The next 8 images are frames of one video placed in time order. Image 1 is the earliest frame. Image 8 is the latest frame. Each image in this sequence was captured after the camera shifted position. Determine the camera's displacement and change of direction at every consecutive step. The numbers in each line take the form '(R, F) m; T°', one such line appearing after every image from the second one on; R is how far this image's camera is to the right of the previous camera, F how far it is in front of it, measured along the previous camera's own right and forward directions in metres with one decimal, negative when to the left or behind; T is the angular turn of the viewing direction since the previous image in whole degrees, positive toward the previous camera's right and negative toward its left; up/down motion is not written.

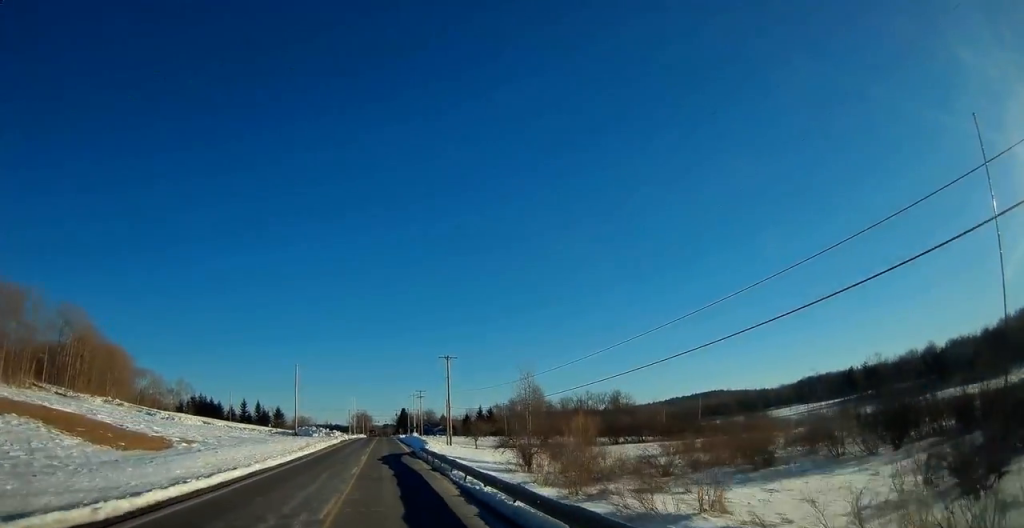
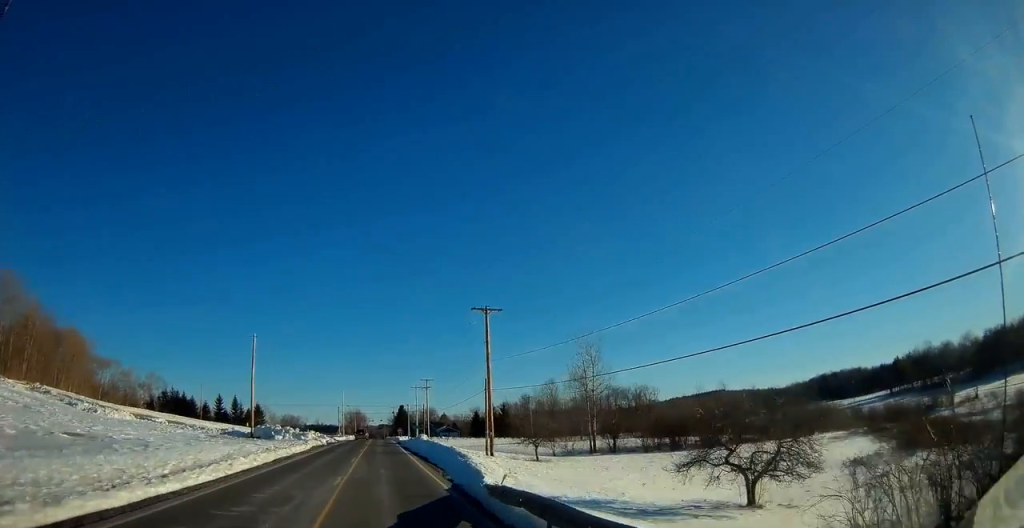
(+0.4, +28.9) m; +1°
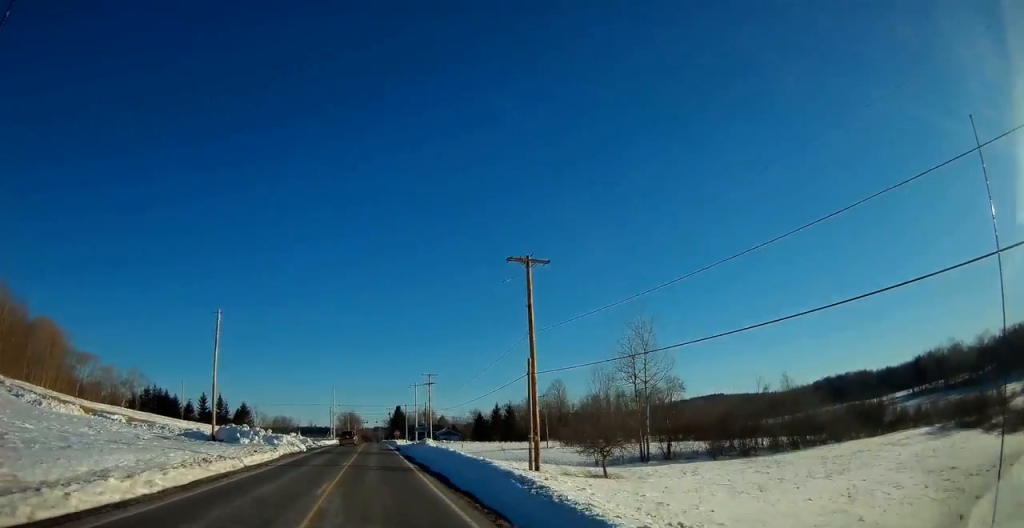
(+0.1, +13.7) m; 0°
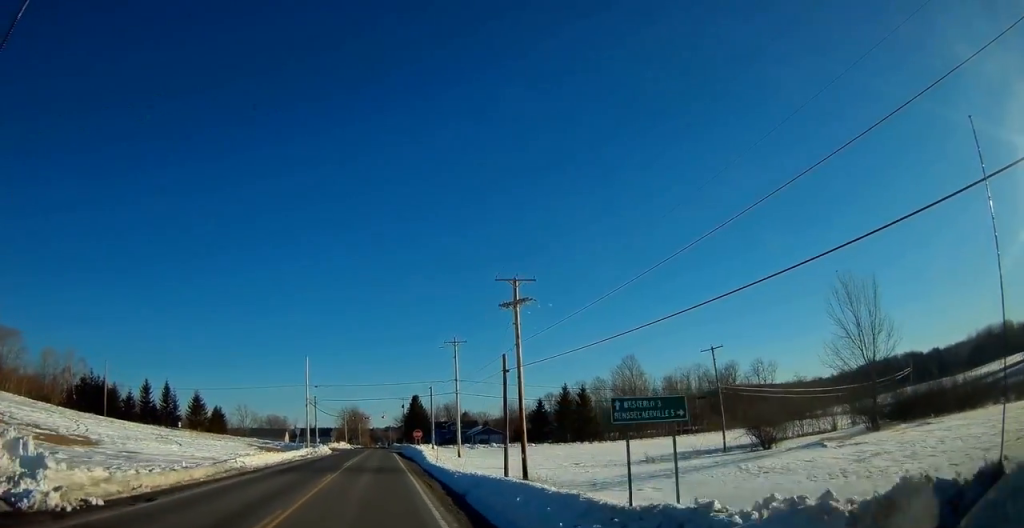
(-1.0, +53.3) m; -1°
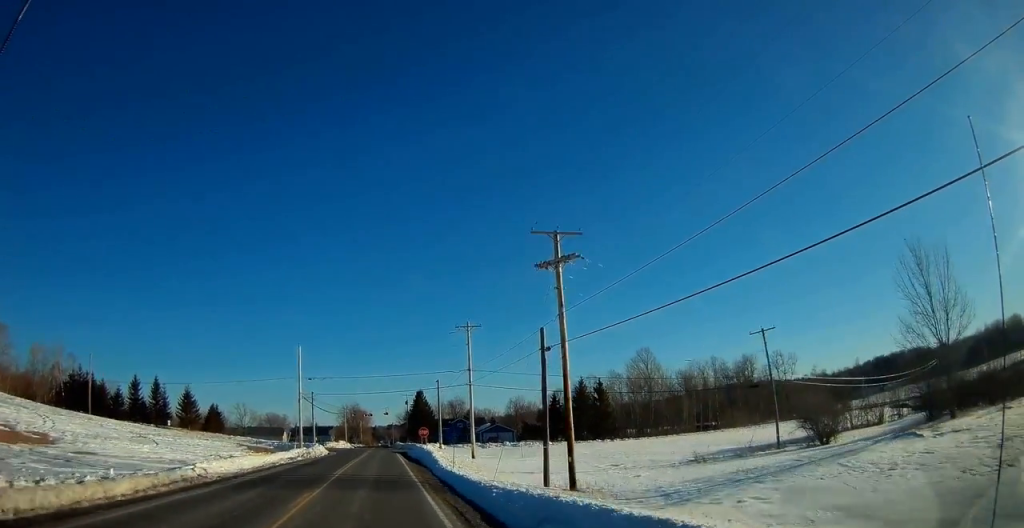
(0.0, +7.5) m; 0°
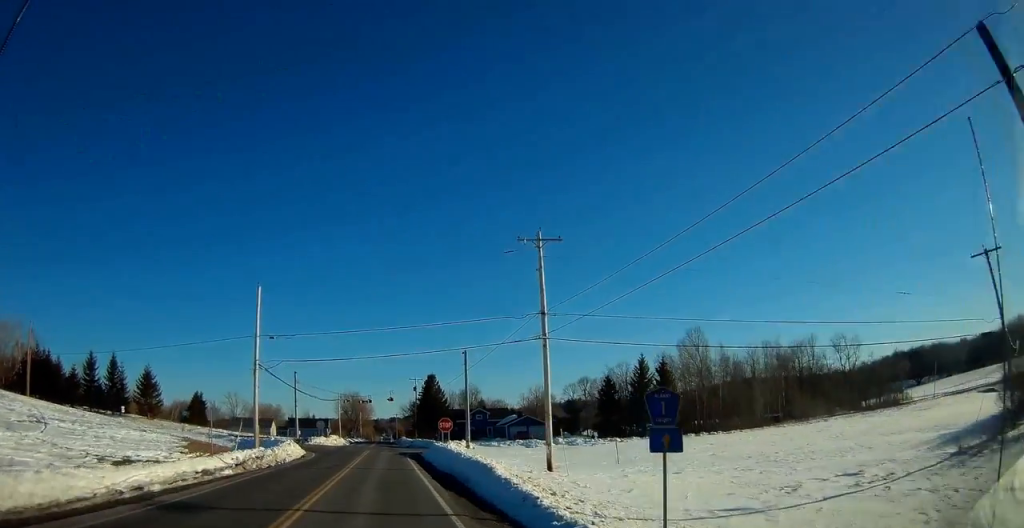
(-0.1, +22.2) m; -1°
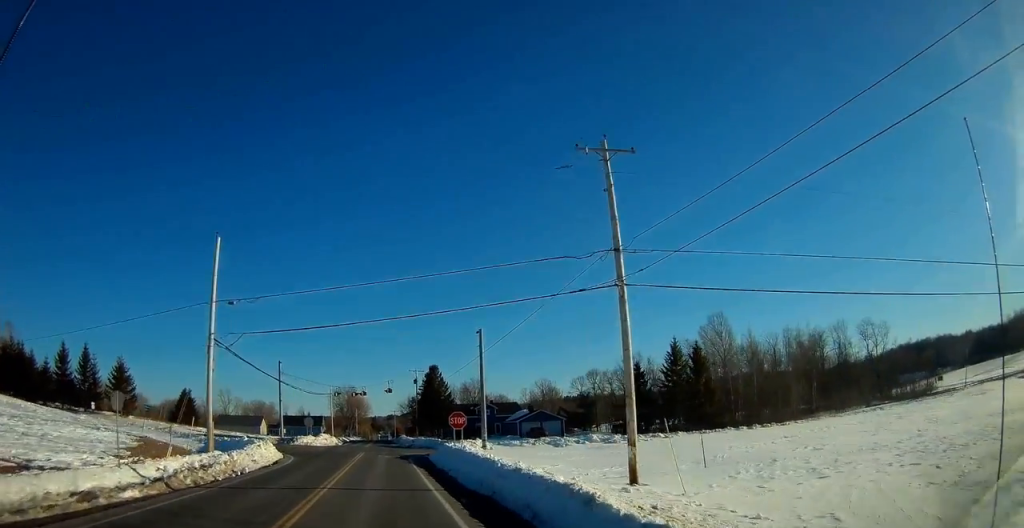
(-0.2, +9.2) m; +1°
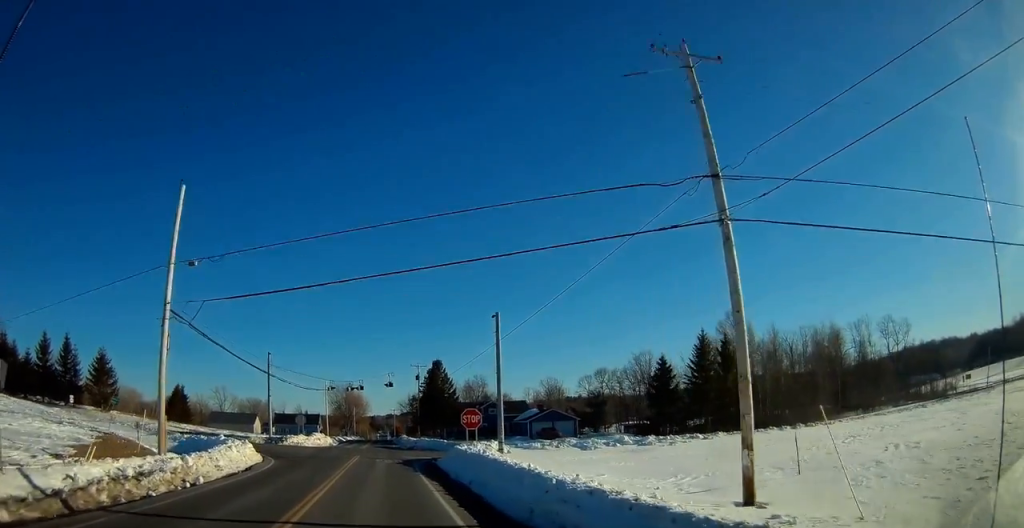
(-0.2, +6.2) m; +1°
